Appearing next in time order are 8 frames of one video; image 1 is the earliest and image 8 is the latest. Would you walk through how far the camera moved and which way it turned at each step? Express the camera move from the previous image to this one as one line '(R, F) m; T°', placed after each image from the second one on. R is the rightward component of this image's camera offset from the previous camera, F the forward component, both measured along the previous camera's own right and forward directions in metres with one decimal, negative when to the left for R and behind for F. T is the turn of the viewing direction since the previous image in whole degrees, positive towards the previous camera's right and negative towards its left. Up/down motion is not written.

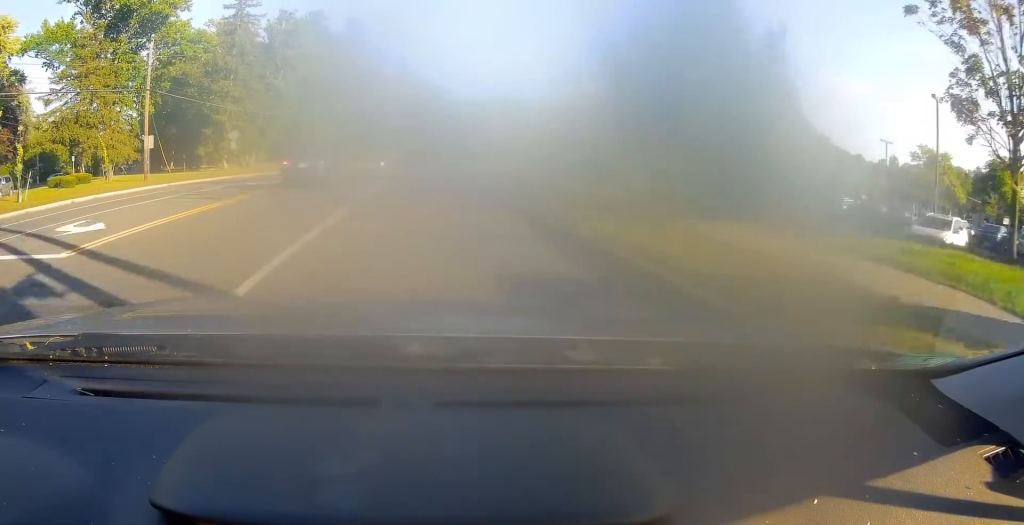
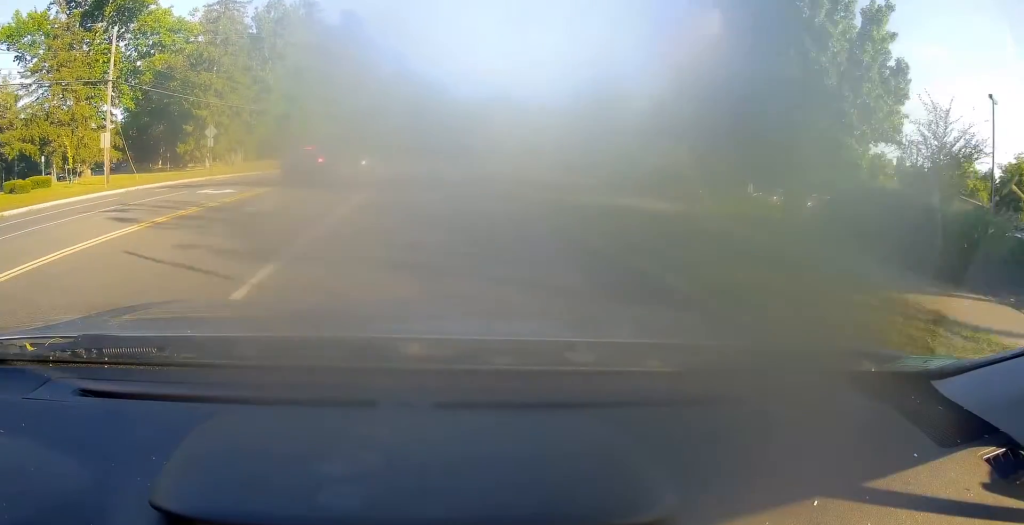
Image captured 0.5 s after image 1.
(+0.1, +4.7) m; 0°
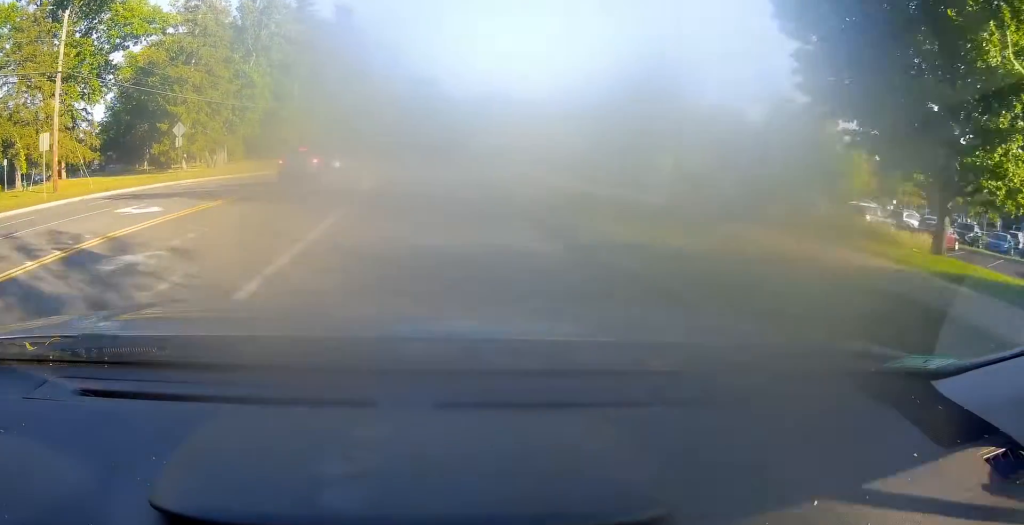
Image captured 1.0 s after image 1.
(0.0, +5.2) m; 0°
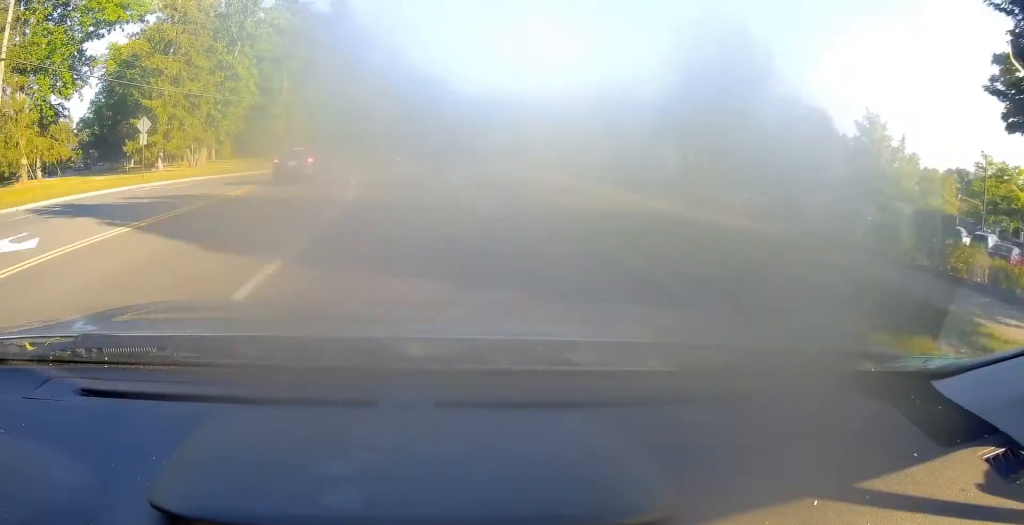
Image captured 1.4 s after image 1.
(-0.1, +4.9) m; +1°
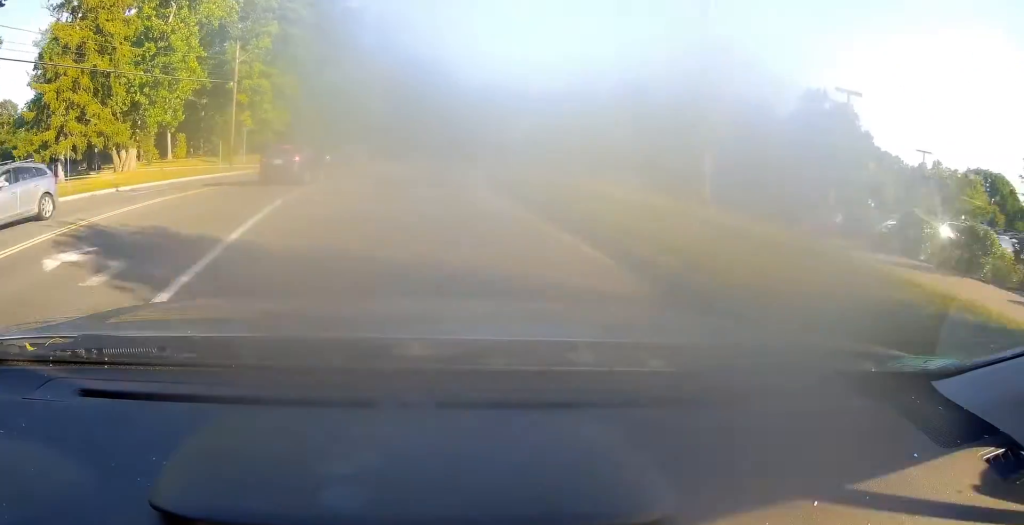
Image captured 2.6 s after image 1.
(+0.3, +14.7) m; 0°
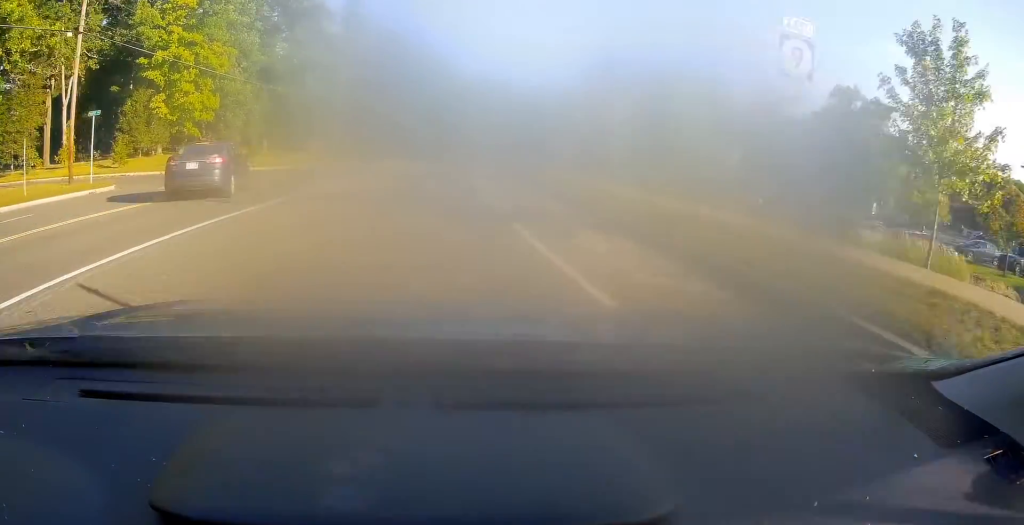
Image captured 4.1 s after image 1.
(-0.4, +21.2) m; 0°
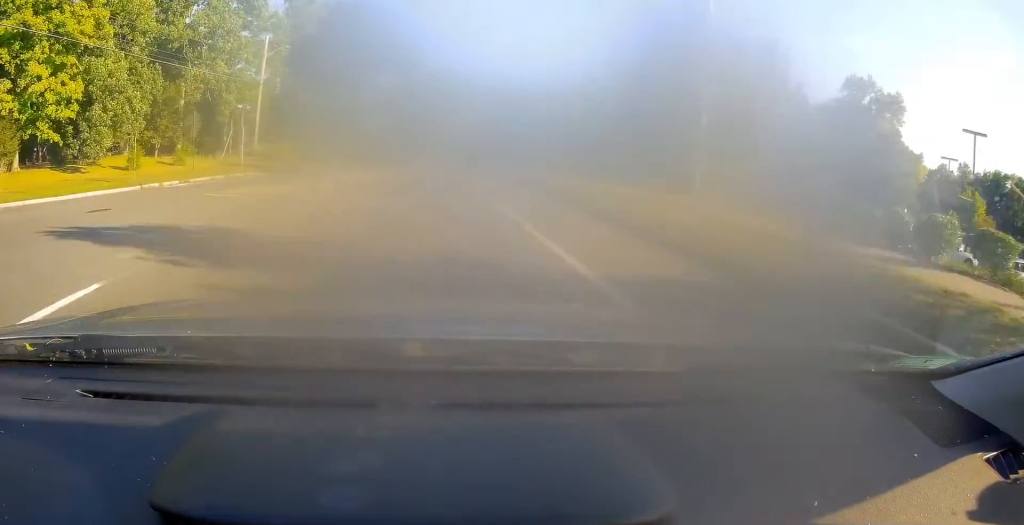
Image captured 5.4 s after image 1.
(+0.7, +18.9) m; +4°
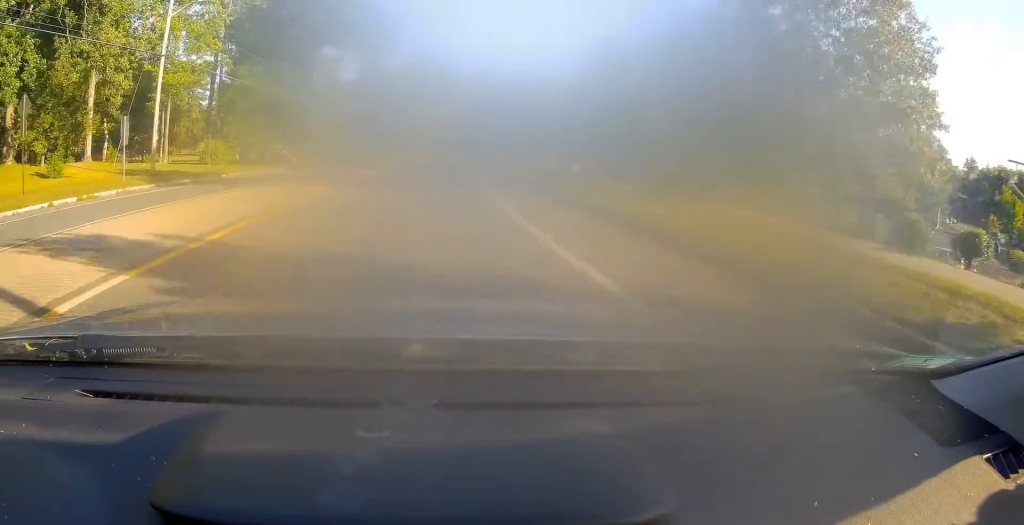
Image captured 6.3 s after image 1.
(+0.5, +14.0) m; +2°
